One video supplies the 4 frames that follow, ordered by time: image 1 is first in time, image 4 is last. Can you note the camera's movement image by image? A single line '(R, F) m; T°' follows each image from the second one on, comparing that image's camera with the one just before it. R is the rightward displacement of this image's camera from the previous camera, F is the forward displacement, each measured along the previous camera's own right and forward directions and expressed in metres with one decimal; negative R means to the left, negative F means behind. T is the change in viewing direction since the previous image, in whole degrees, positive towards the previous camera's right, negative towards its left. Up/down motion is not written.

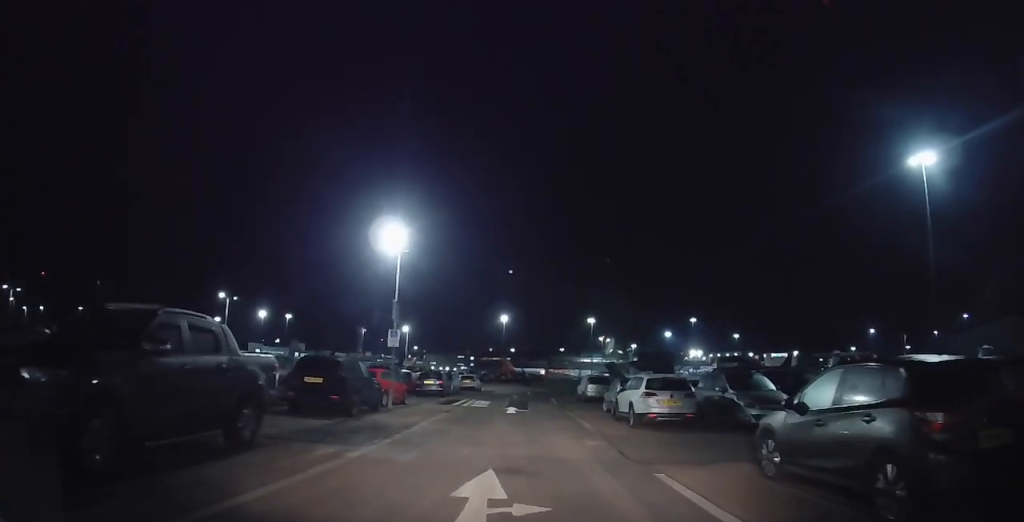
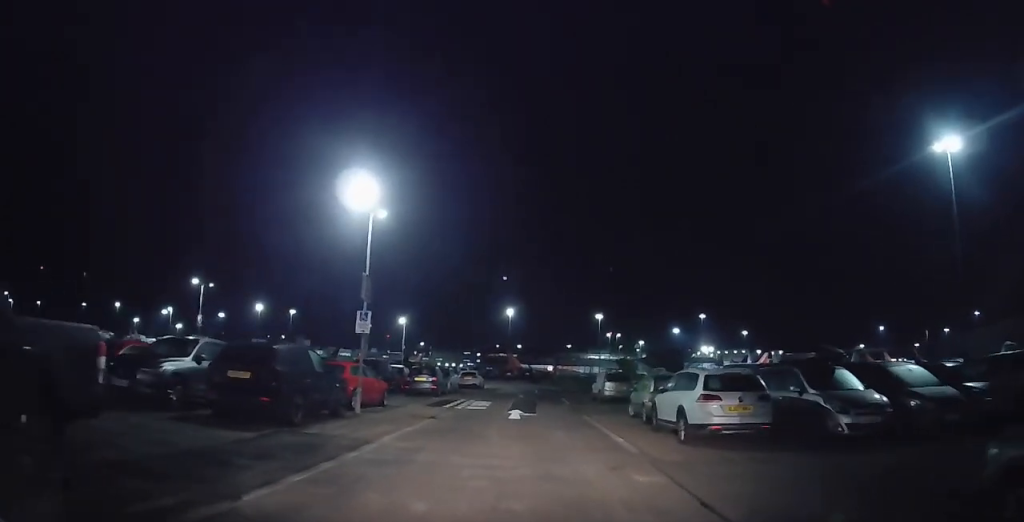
(-0.4, +4.2) m; 0°
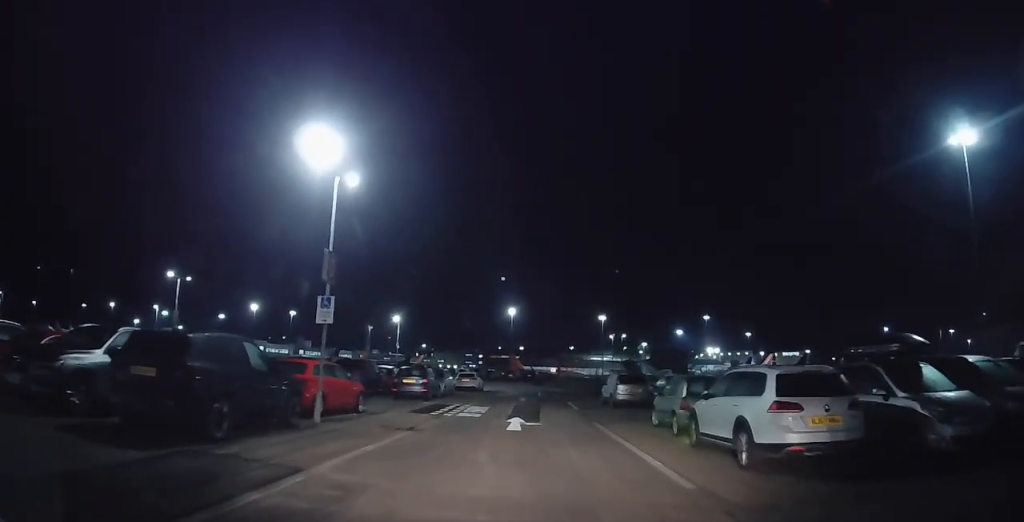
(+0.3, +3.0) m; +3°
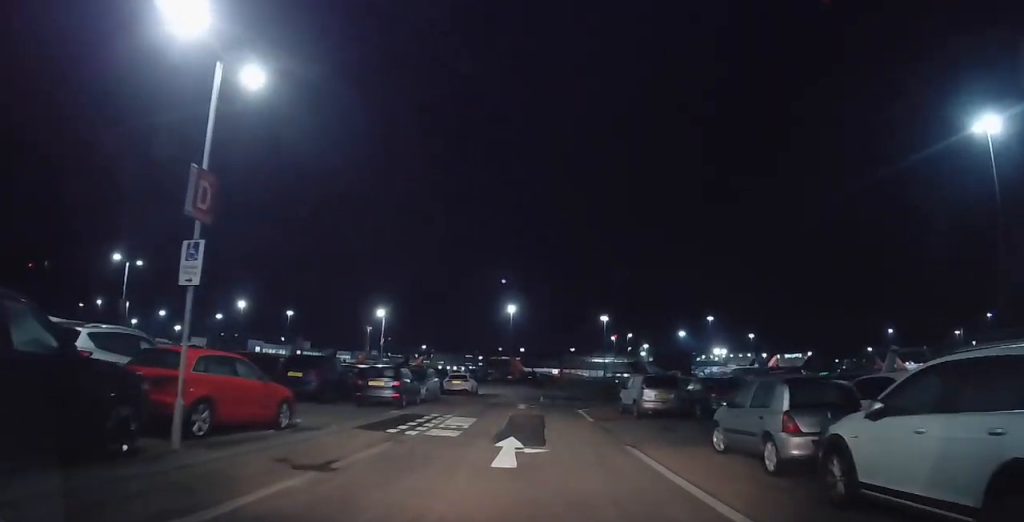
(-0.3, +5.1) m; -4°
